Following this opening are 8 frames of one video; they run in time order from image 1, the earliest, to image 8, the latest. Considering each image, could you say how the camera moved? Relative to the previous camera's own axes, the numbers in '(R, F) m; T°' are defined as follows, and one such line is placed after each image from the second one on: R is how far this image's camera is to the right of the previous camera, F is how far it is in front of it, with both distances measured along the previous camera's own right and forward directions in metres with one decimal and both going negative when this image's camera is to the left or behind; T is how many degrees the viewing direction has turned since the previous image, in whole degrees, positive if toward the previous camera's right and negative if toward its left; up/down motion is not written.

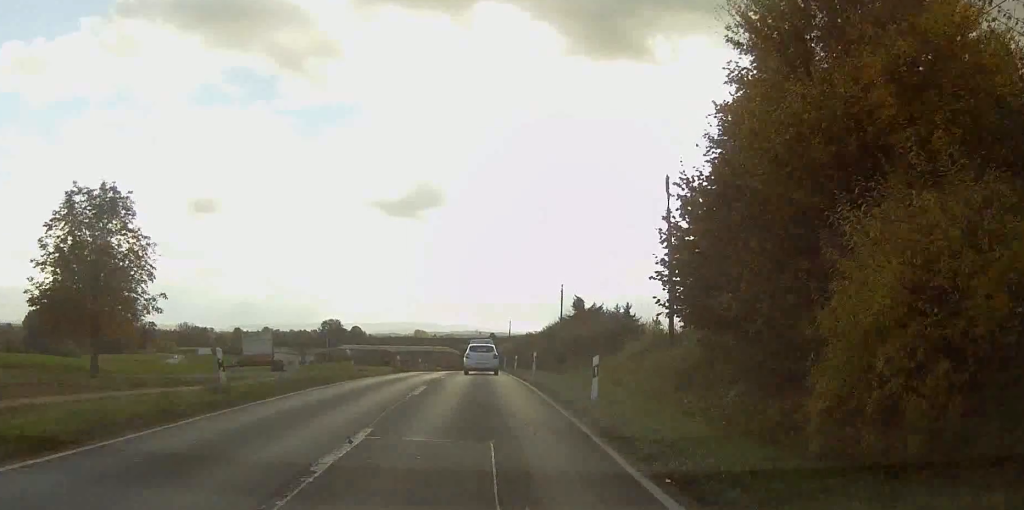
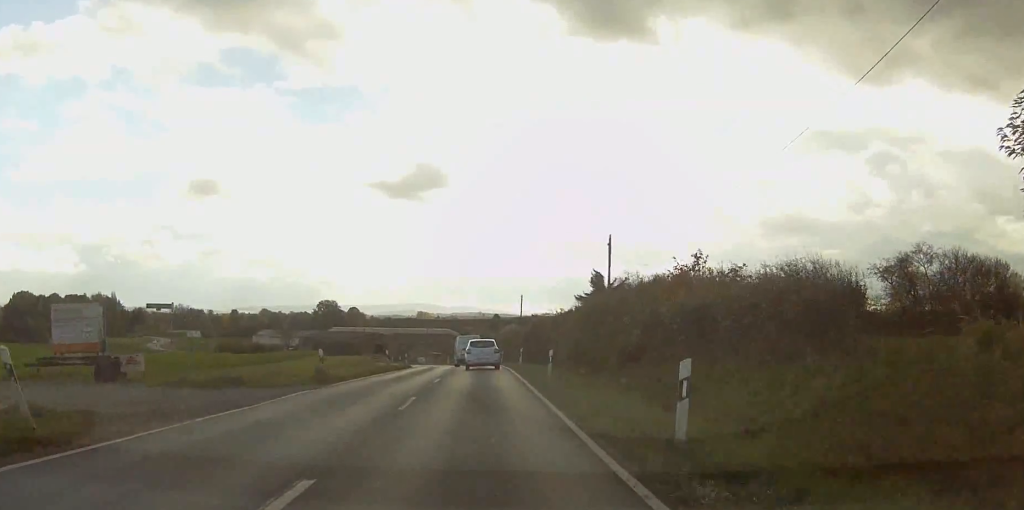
(0.0, +29.1) m; 0°
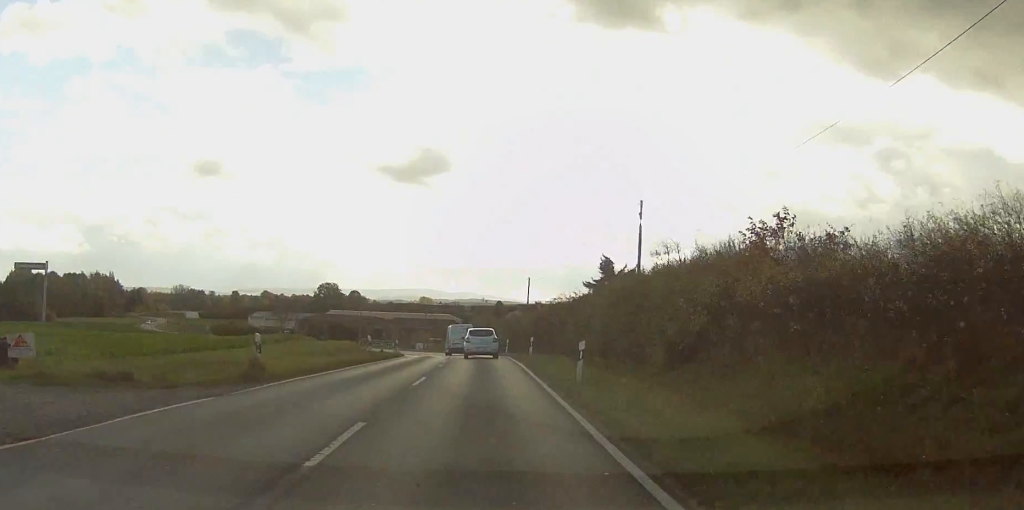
(0.0, +8.7) m; 0°
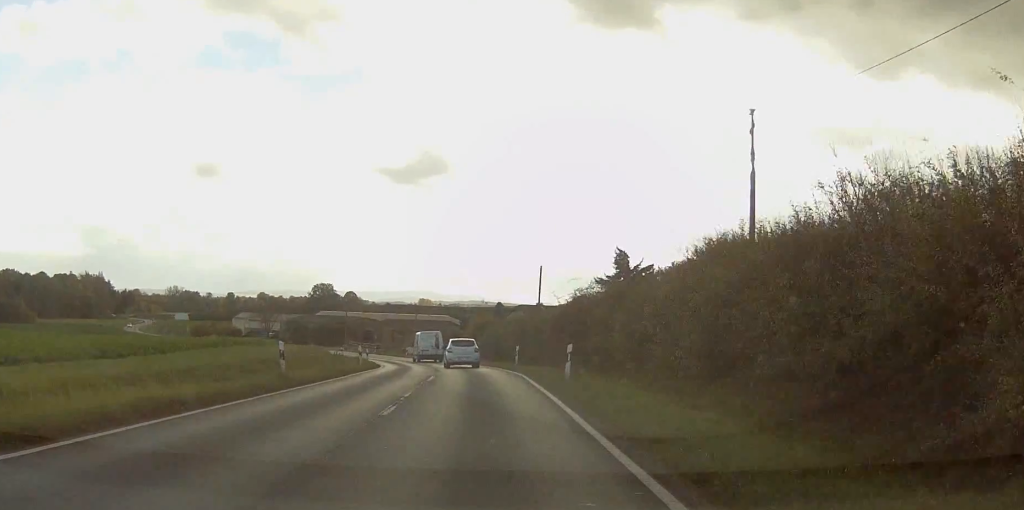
(0.0, +18.0) m; 0°
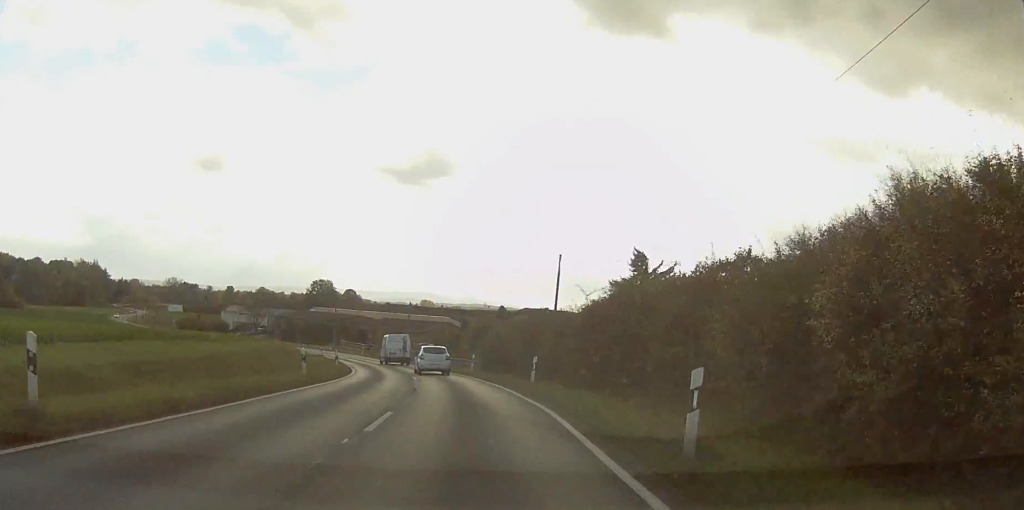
(+0.2, +13.7) m; -1°
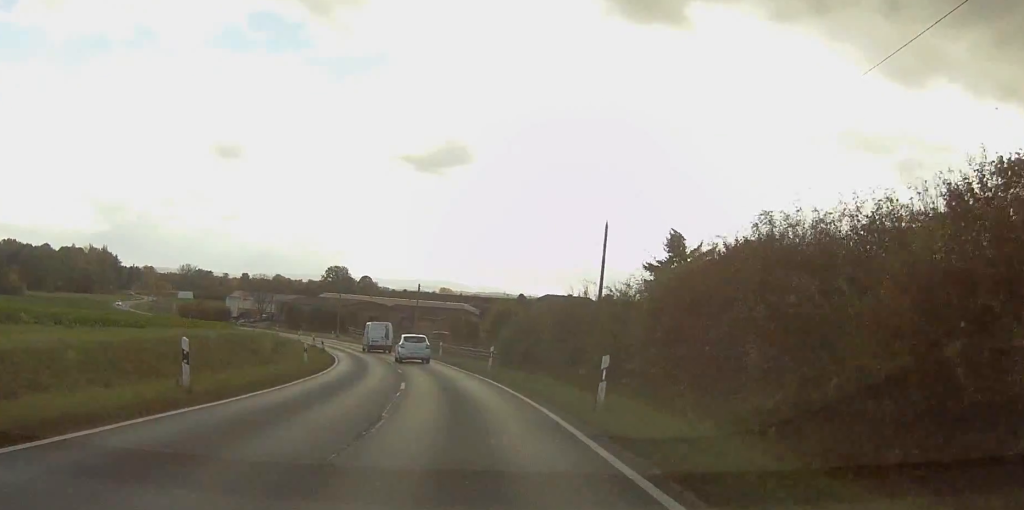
(-0.4, +13.3) m; -1°
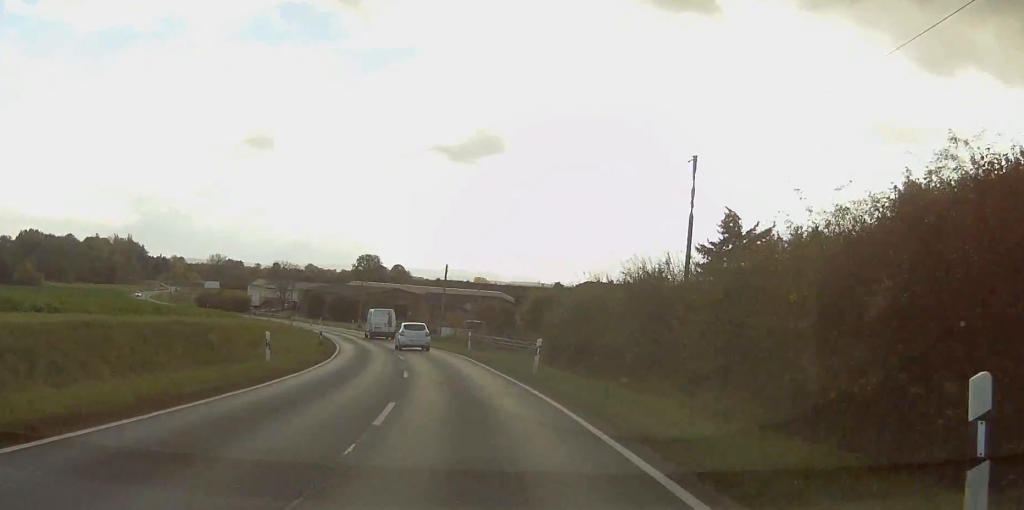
(-0.1, +11.5) m; -1°
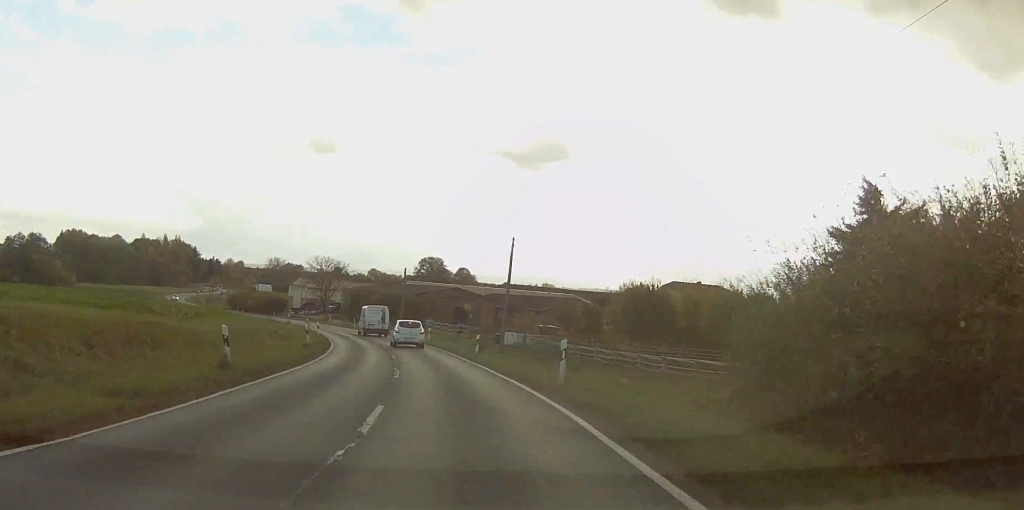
(-0.6, +25.3) m; -3°
